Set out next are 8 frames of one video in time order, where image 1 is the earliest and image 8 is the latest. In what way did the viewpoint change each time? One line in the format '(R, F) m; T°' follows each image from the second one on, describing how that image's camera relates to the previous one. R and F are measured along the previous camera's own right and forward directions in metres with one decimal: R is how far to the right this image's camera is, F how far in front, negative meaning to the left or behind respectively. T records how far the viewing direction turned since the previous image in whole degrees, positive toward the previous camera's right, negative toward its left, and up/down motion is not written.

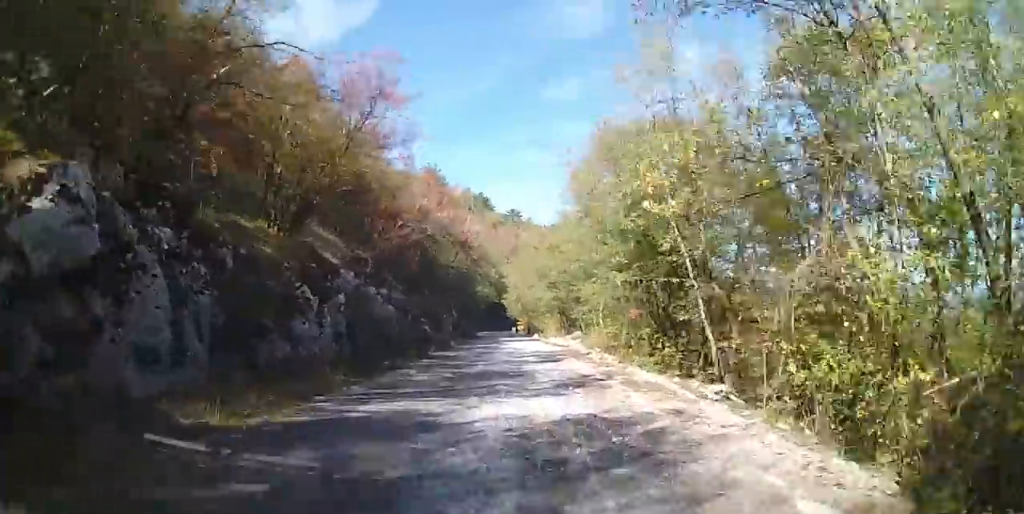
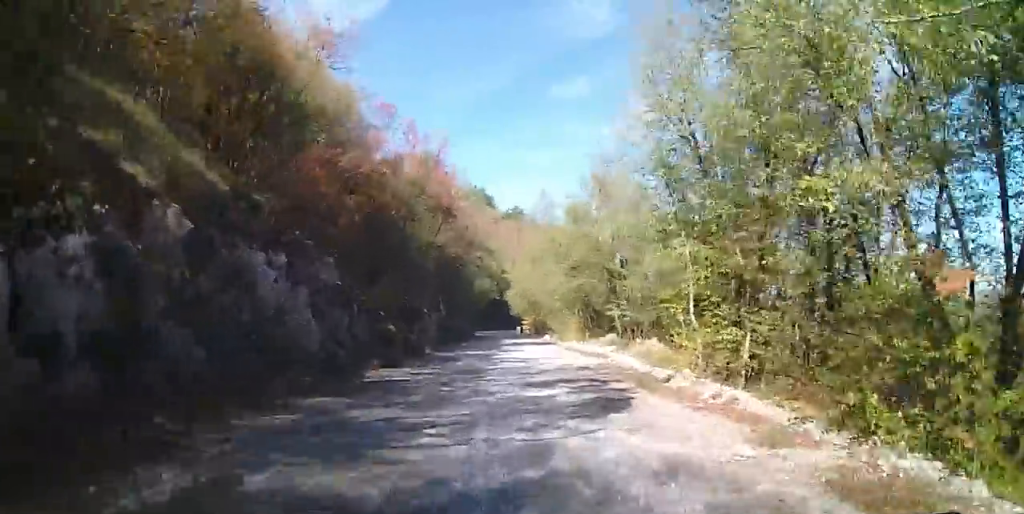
(0.0, +10.8) m; +1°
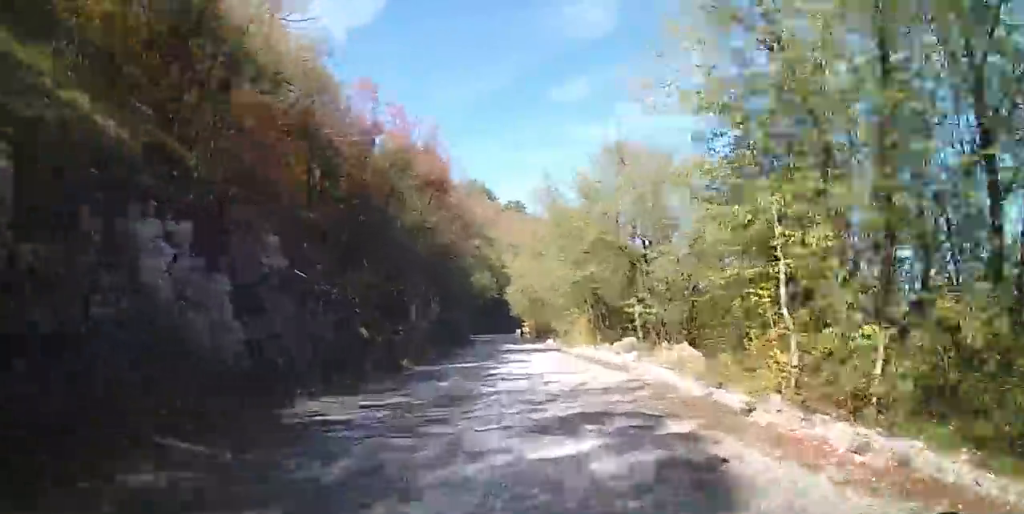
(0.0, +4.1) m; 0°
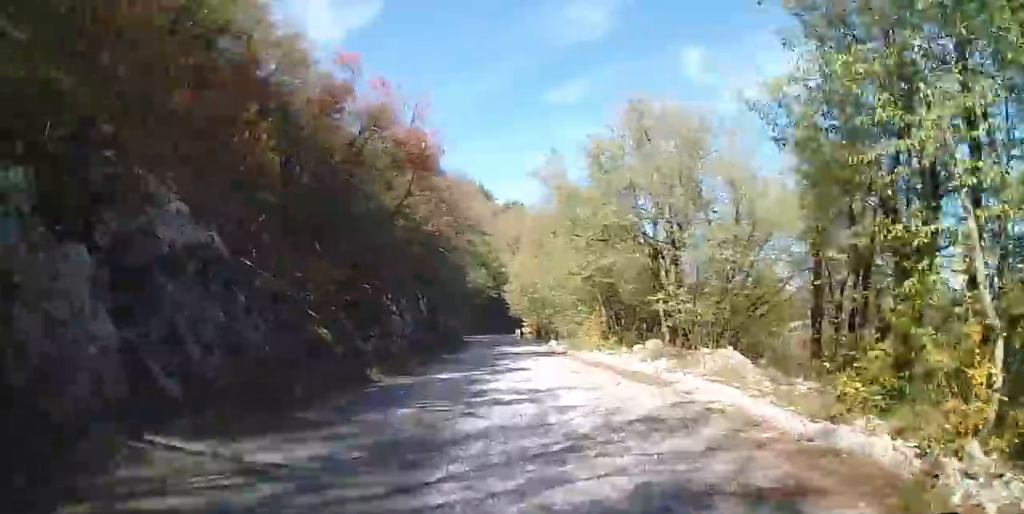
(0.0, +3.7) m; 0°
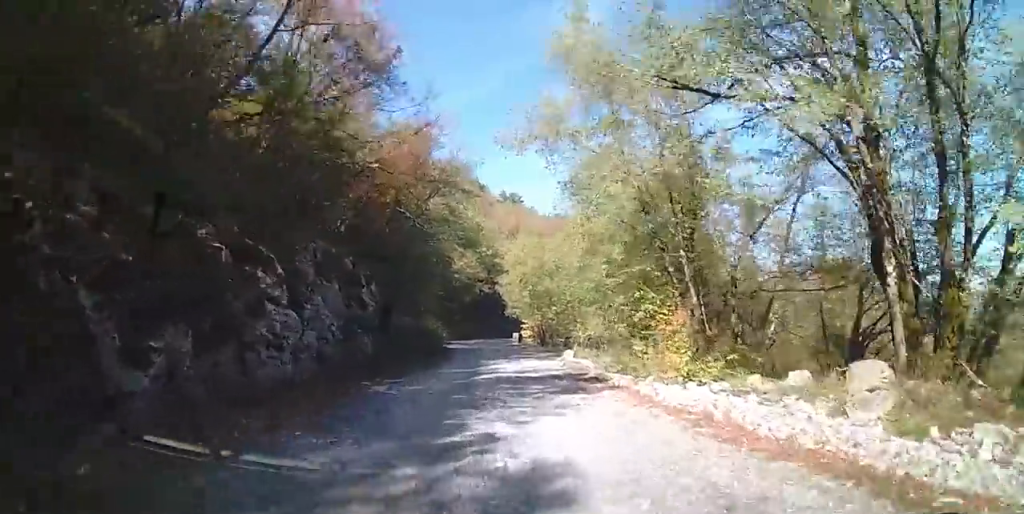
(+0.1, +11.4) m; -1°
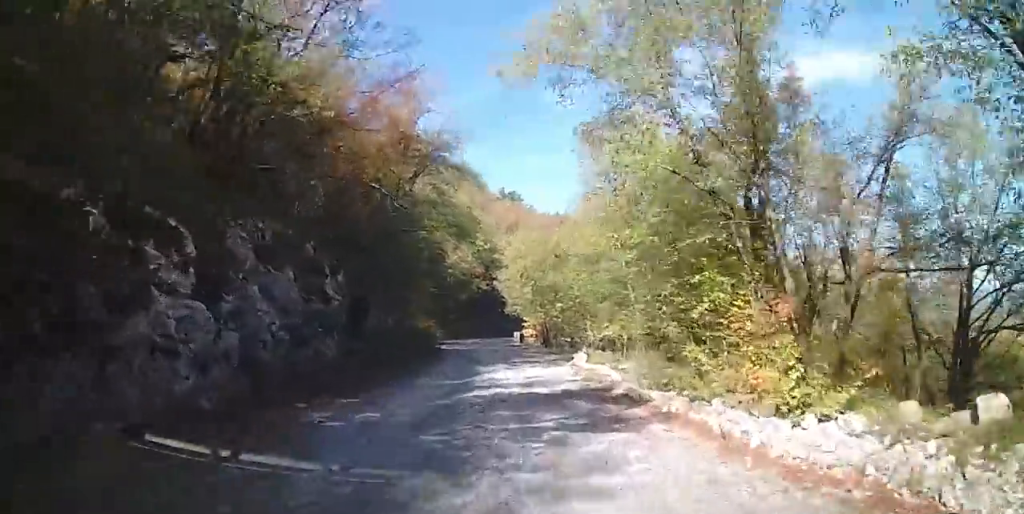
(+0.1, +3.9) m; -1°
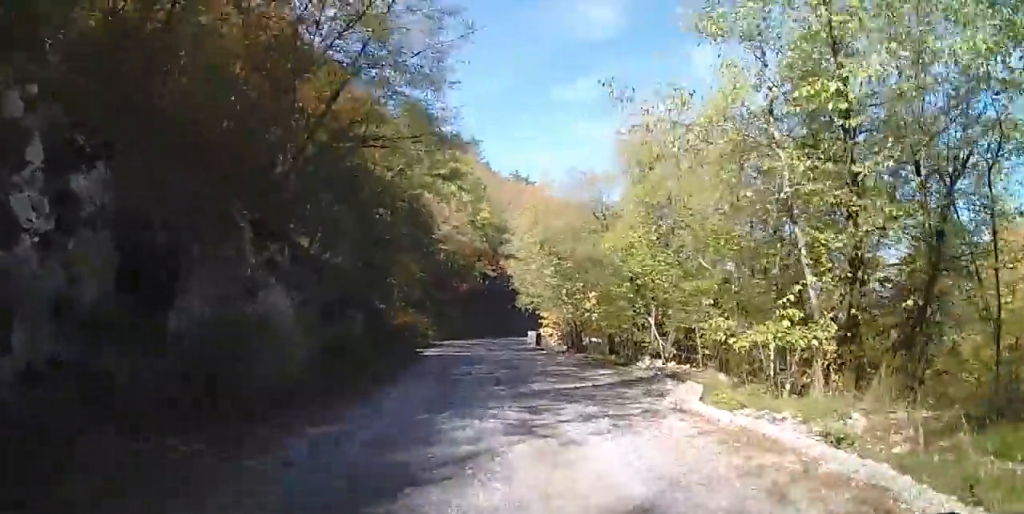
(-0.5, +10.6) m; -3°
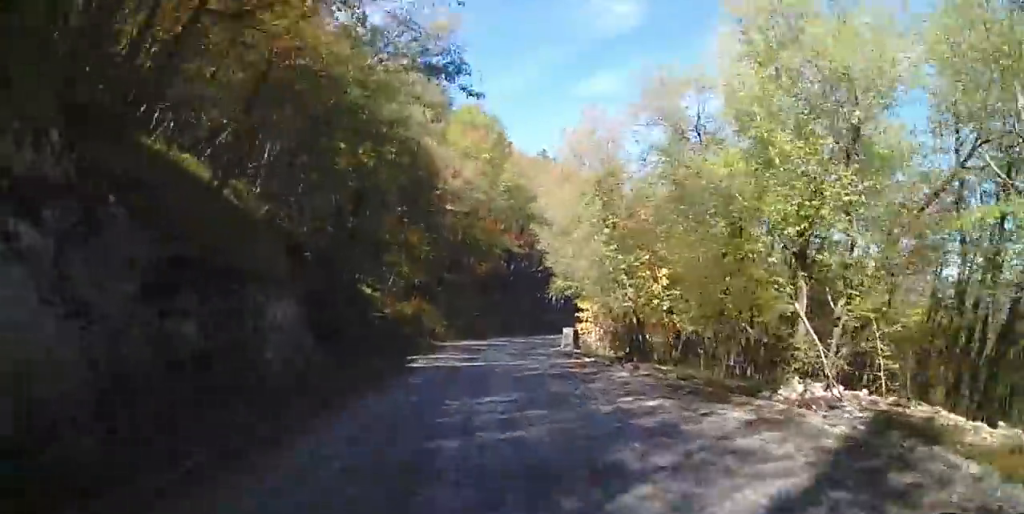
(0.0, +7.3) m; 0°
